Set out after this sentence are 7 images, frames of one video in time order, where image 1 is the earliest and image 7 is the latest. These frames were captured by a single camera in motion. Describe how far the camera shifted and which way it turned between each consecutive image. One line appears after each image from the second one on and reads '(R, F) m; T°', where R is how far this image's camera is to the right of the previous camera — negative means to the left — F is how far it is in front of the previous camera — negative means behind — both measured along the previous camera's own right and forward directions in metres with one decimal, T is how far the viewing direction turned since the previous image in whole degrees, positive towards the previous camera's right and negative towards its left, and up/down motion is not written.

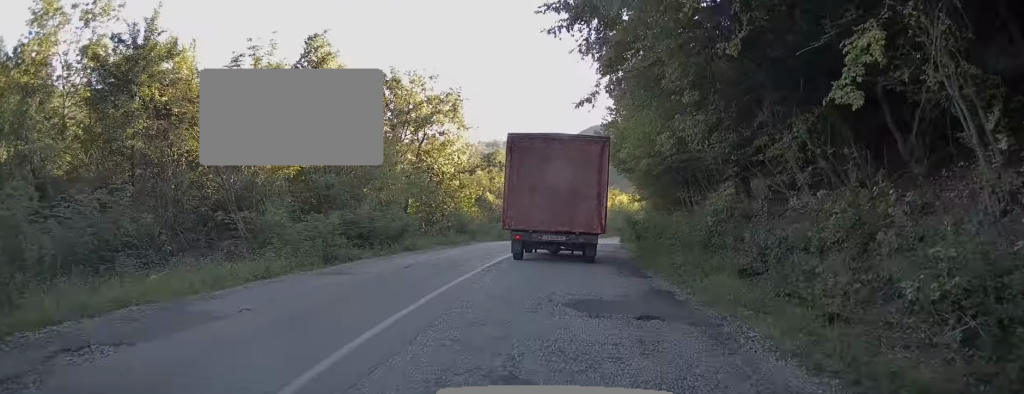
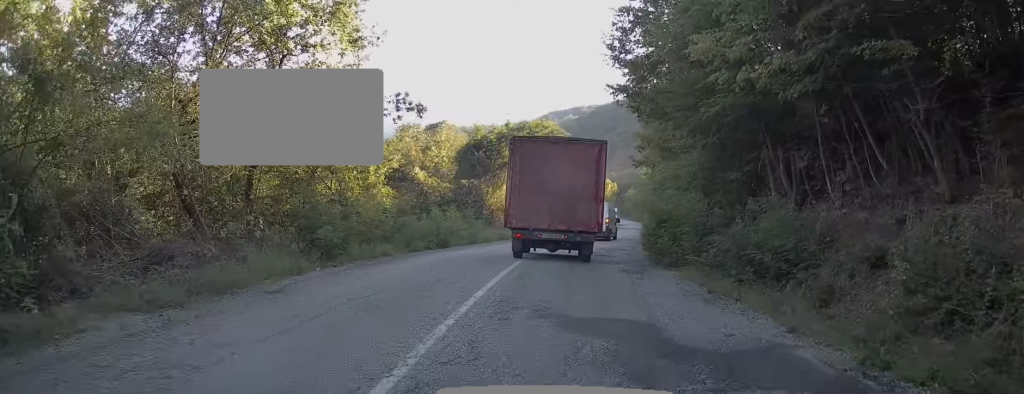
(+0.3, +16.9) m; +3°
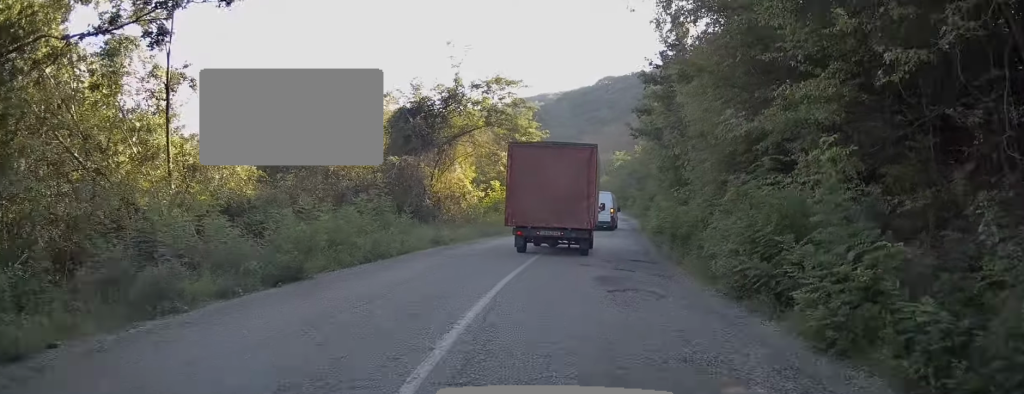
(+0.6, +11.0) m; +2°
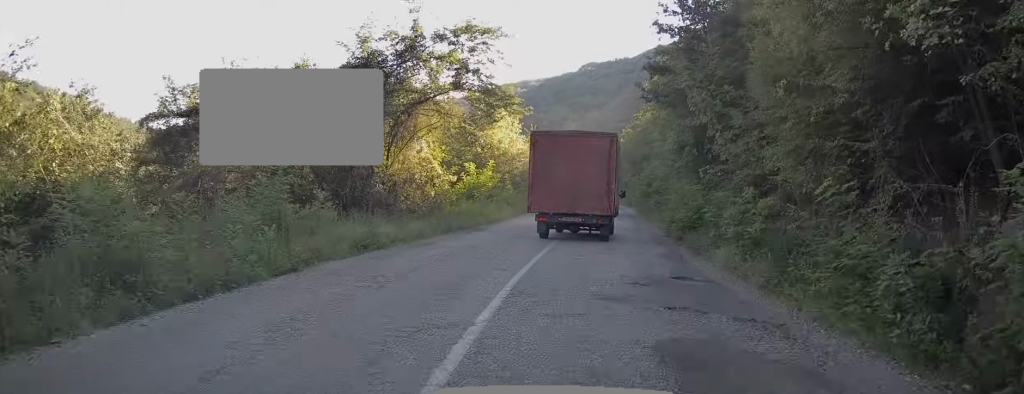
(-0.2, +6.8) m; 0°
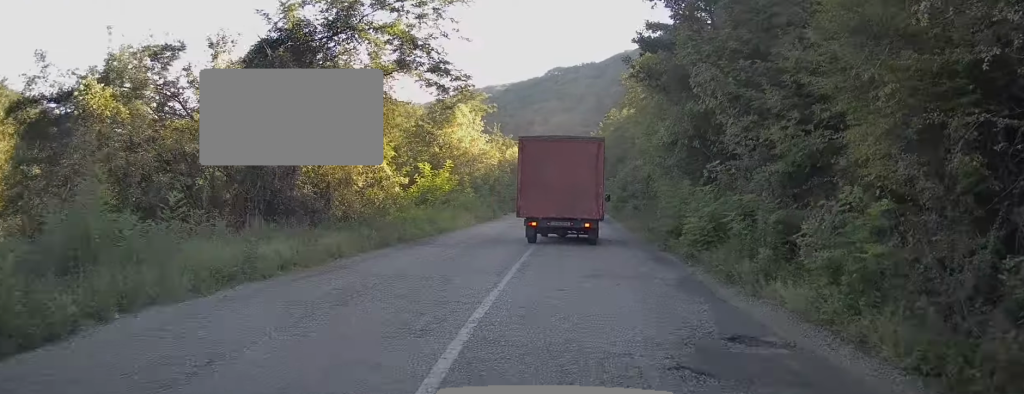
(-0.1, +4.4) m; +1°
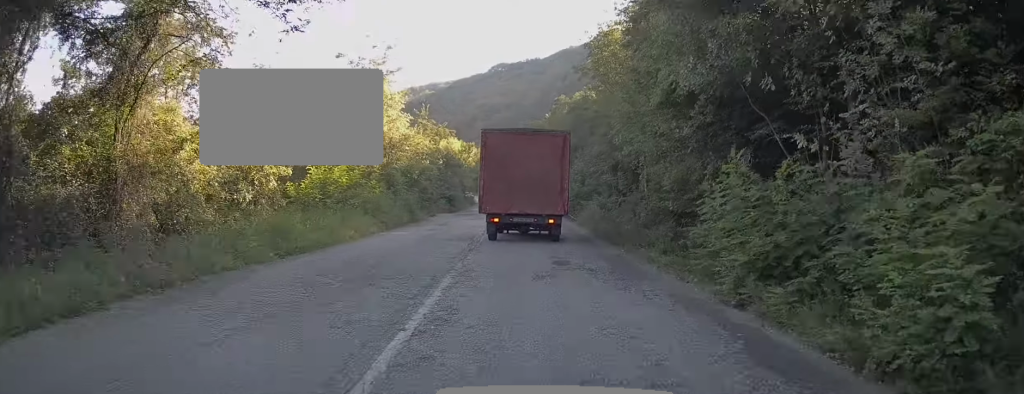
(+0.3, +8.8) m; +5°
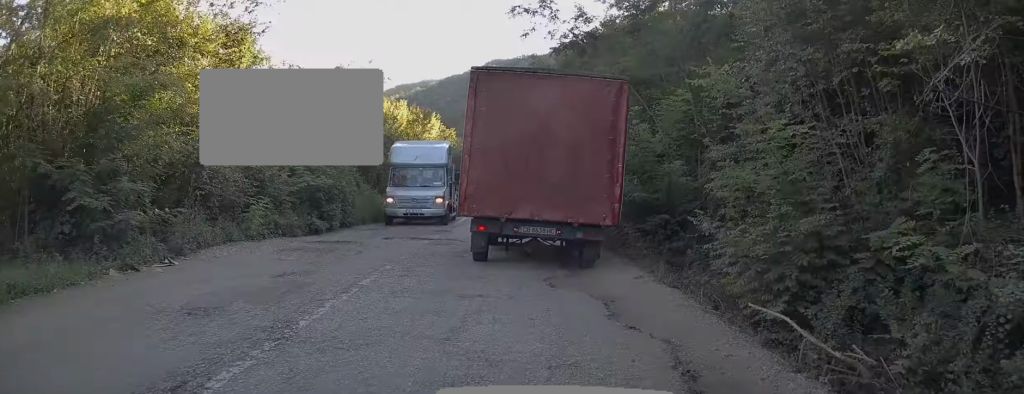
(+1.2, +25.4) m; +3°
